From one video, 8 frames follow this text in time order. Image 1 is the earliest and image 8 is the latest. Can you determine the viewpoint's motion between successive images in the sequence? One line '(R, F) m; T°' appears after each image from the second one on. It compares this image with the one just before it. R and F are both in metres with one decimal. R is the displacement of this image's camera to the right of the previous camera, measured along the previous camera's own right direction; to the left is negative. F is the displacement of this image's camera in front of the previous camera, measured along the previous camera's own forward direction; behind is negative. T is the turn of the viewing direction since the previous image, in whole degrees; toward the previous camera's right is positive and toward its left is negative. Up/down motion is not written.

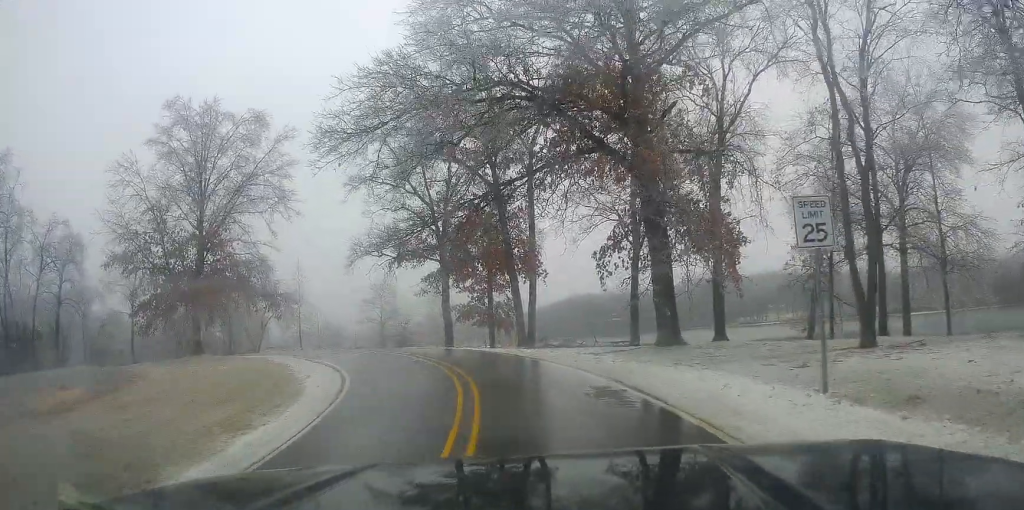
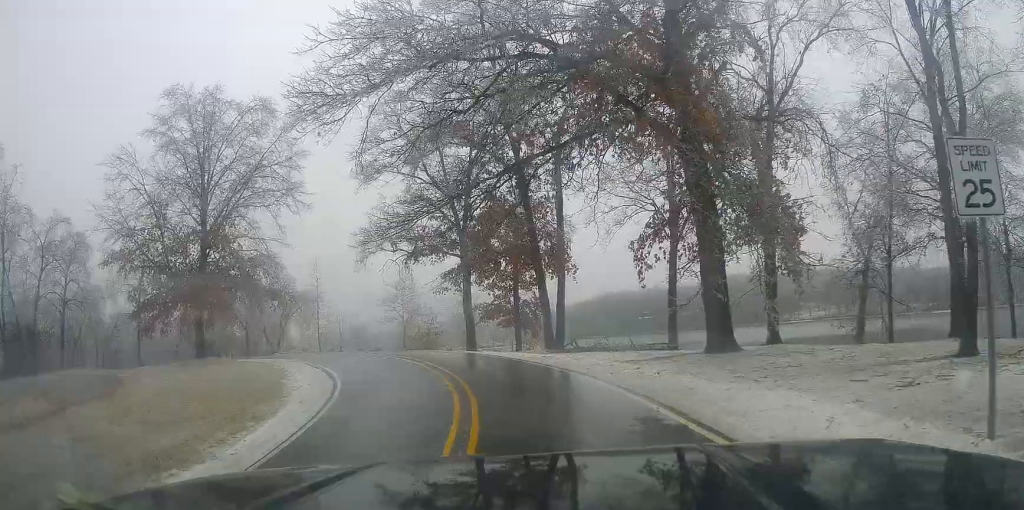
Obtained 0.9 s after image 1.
(0.0, +3.8) m; -3°
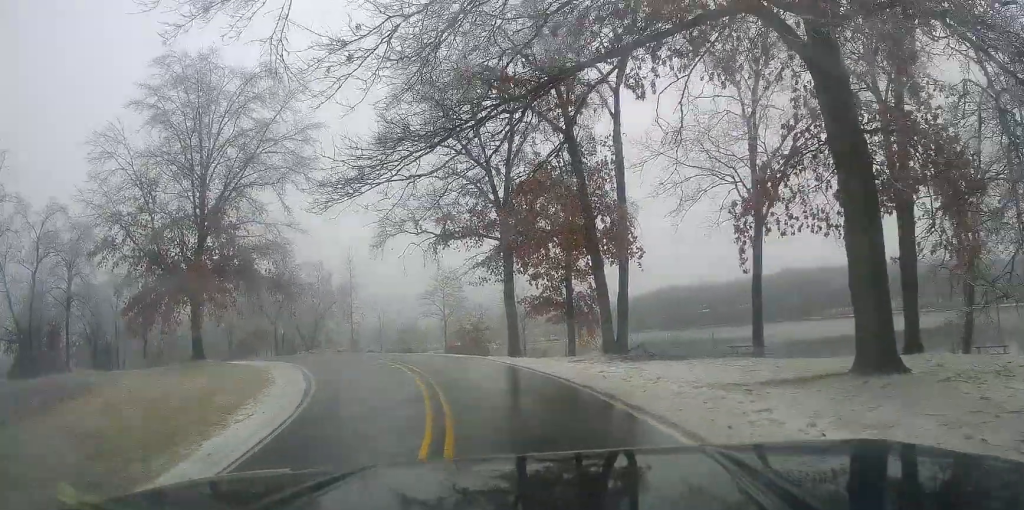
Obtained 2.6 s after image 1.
(-0.2, +7.3) m; +3°
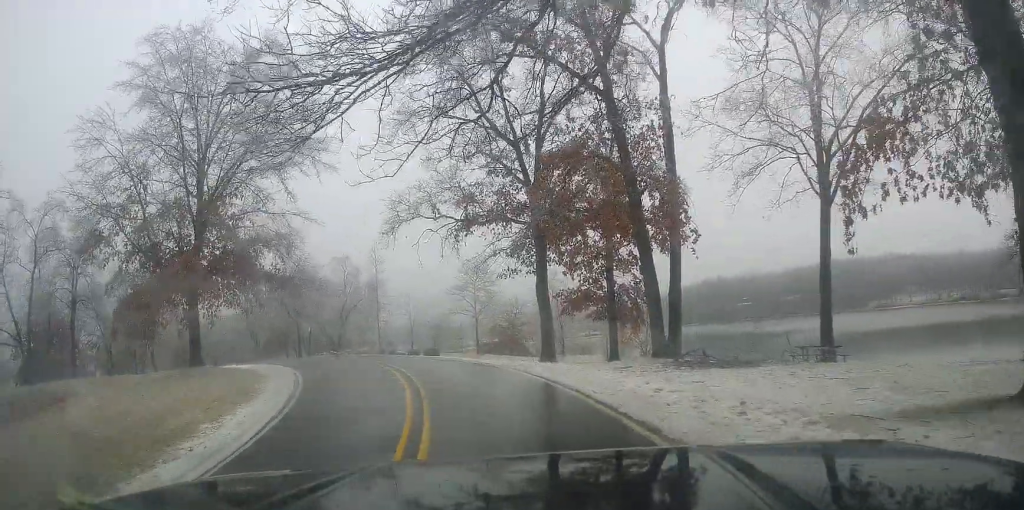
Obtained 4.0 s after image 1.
(+0.3, +4.9) m; -6°
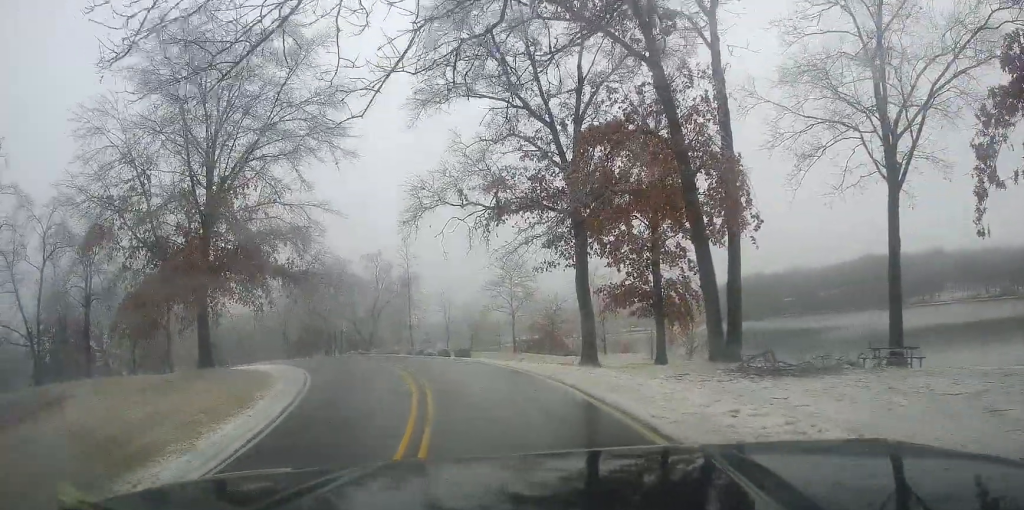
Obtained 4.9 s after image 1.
(-0.4, +3.0) m; -13°
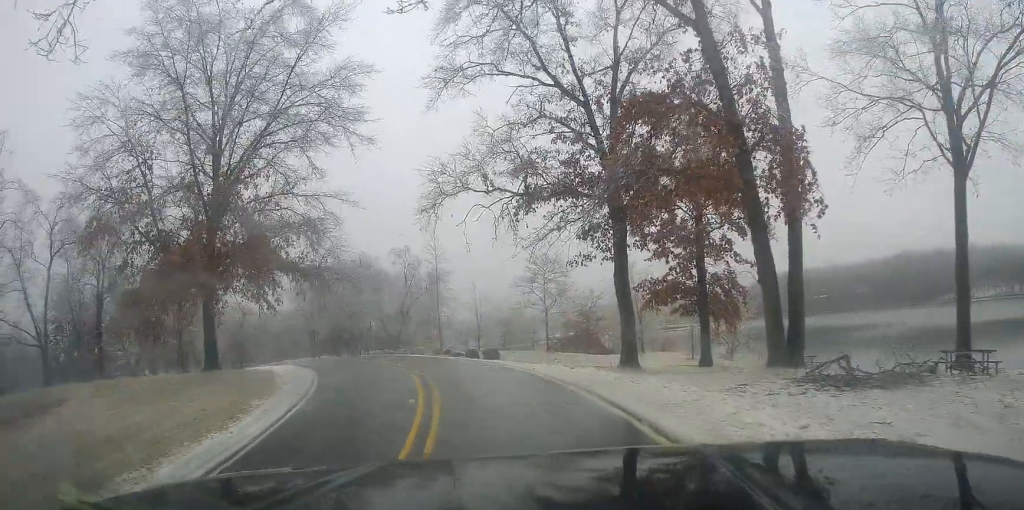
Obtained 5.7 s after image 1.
(-0.2, +2.3) m; -5°
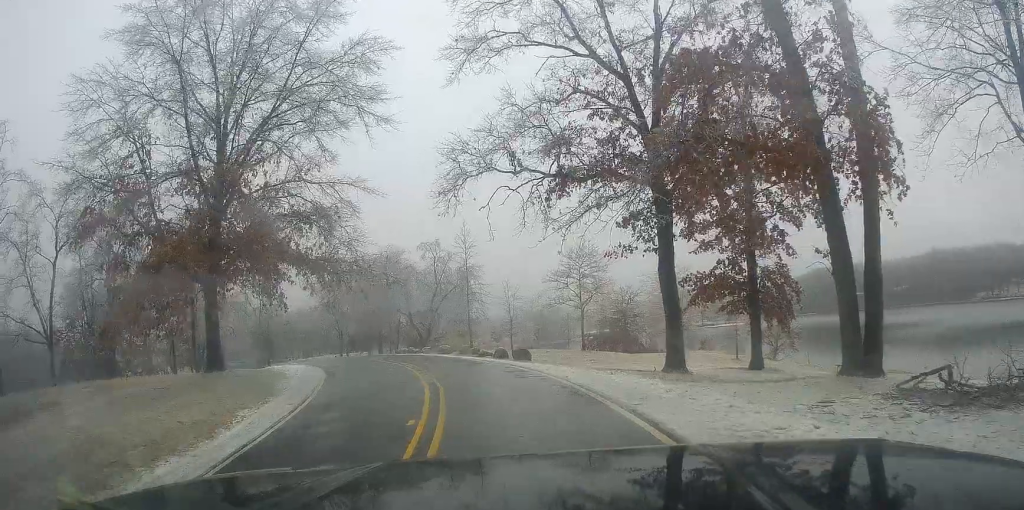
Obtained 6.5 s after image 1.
(-0.1, +2.3) m; 0°
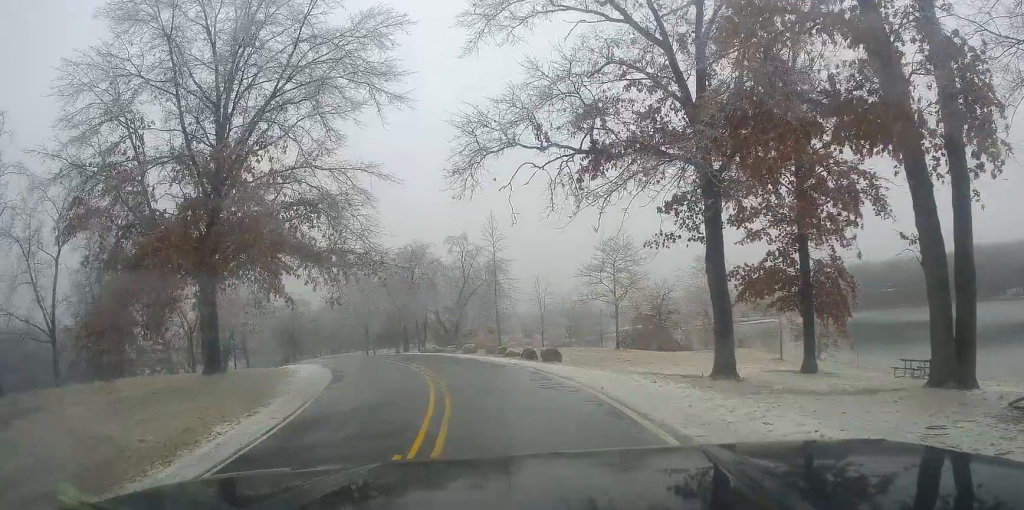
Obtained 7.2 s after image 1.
(+0.1, +2.3) m; +1°
